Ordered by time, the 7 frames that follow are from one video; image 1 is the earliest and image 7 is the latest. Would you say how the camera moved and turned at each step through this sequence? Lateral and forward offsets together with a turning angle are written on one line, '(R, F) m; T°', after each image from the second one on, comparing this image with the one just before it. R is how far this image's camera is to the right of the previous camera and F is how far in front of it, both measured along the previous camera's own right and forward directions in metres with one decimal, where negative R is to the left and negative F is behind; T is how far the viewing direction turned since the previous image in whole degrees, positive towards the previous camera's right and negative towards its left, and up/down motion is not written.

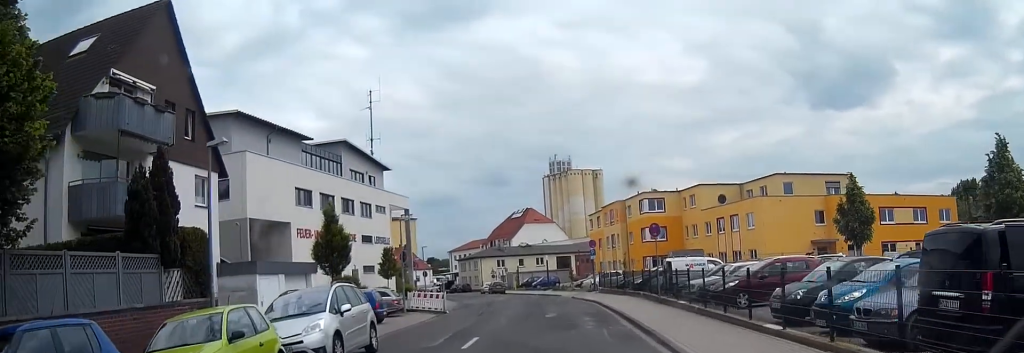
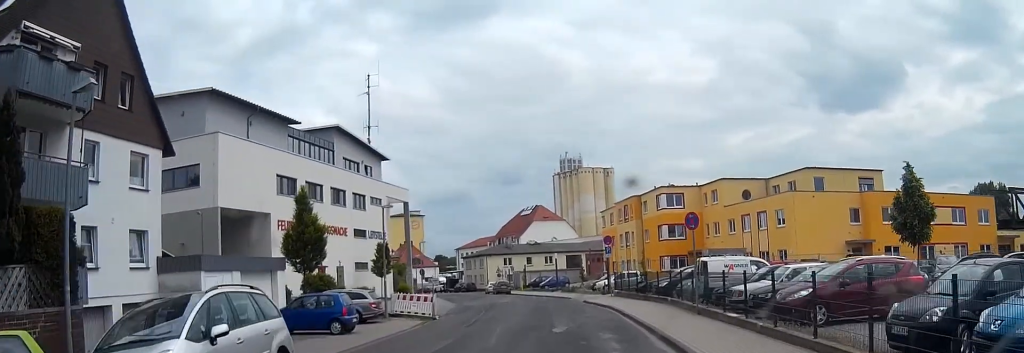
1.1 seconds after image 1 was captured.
(0.0, +6.4) m; -1°
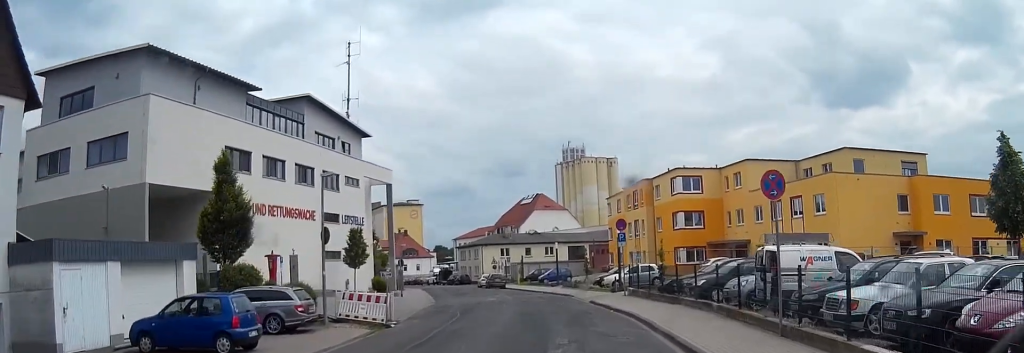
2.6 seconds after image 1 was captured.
(-0.3, +9.5) m; -3°
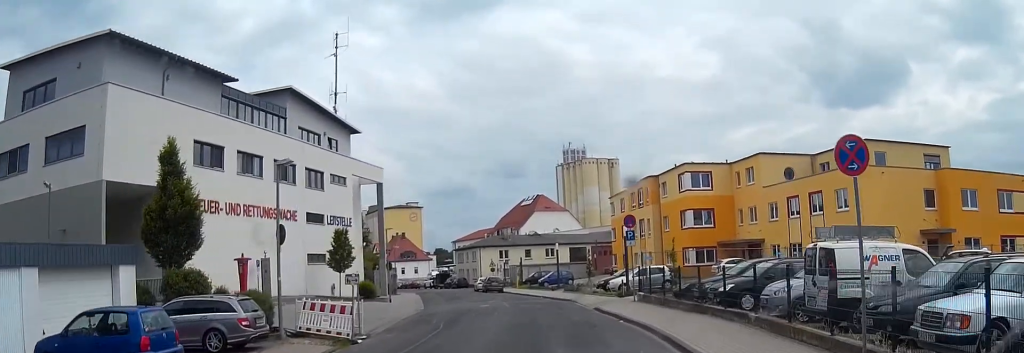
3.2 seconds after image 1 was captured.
(0.0, +4.5) m; -1°
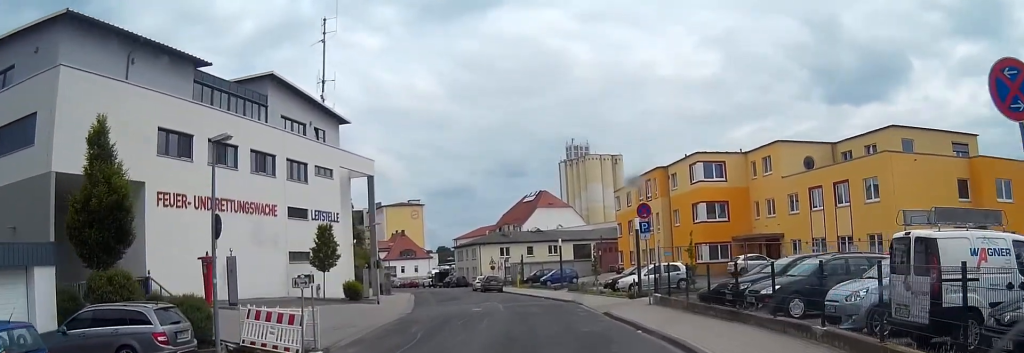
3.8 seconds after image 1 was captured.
(0.0, +4.6) m; -1°
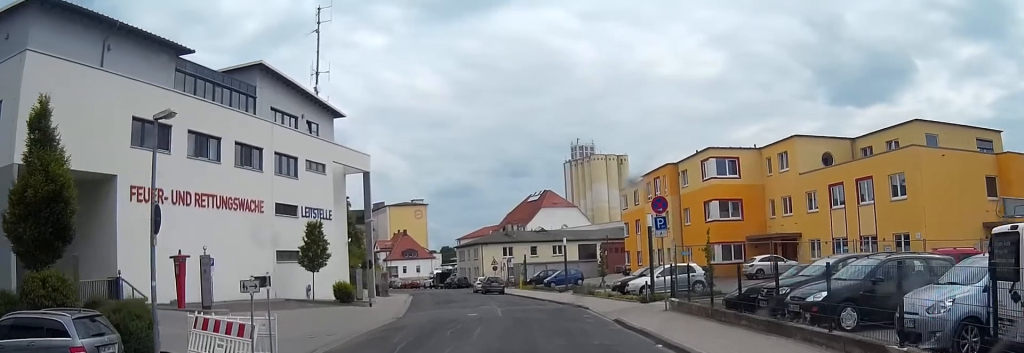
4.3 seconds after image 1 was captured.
(0.0, +3.2) m; -1°
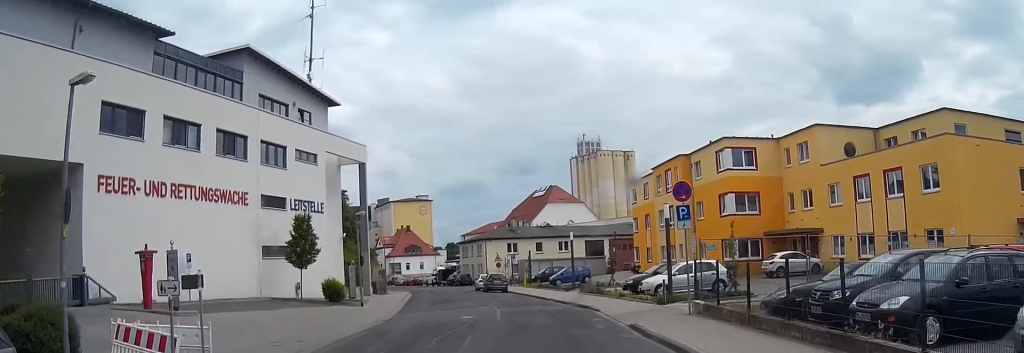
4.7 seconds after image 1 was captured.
(0.0, +3.5) m; -1°
